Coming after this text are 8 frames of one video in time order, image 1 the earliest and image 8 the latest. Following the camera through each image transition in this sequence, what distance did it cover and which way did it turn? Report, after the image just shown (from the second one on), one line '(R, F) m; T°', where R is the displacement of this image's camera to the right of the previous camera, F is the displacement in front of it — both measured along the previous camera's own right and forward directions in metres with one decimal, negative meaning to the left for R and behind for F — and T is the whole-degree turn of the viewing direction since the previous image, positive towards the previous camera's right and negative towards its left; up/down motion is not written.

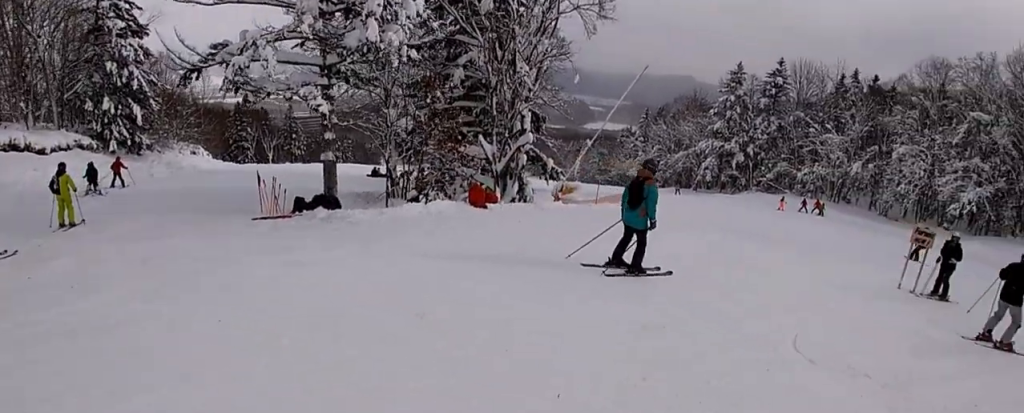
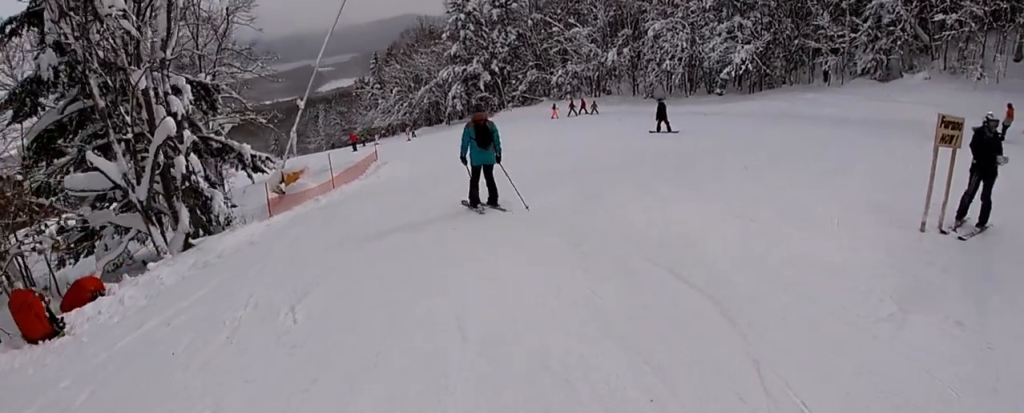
(+0.8, +8.4) m; +6°
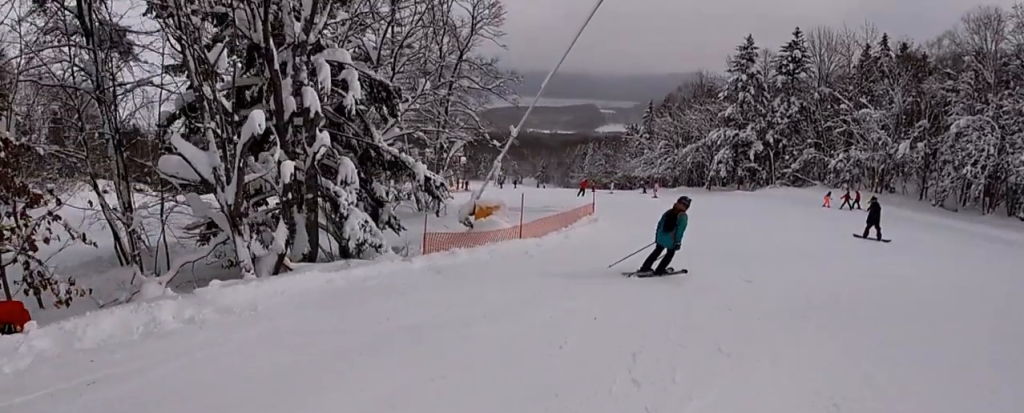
(+0.4, +4.8) m; 0°
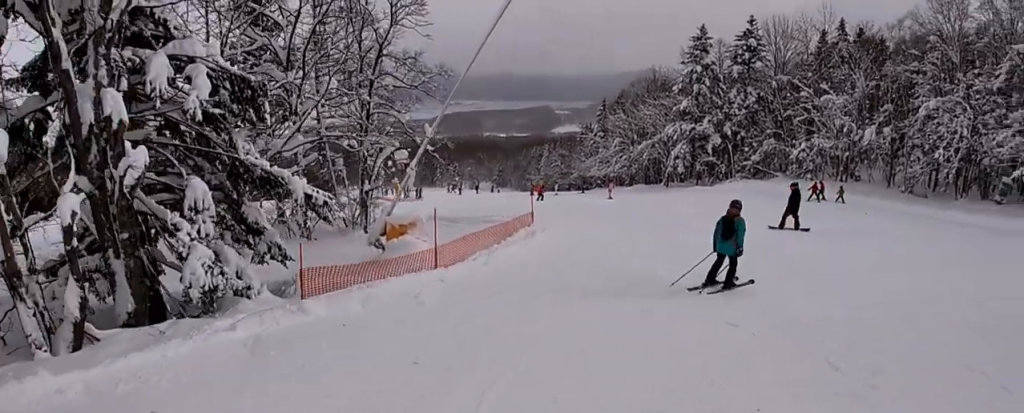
(-0.5, +3.3) m; +1°
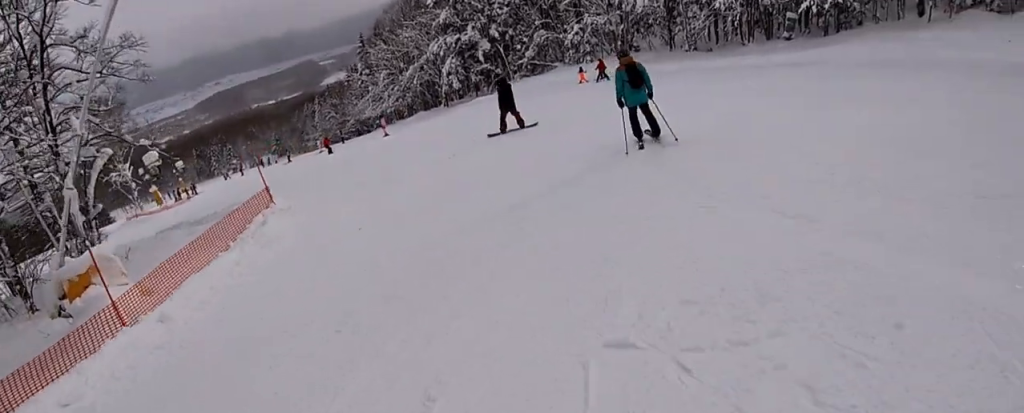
(+0.5, +4.0) m; +7°
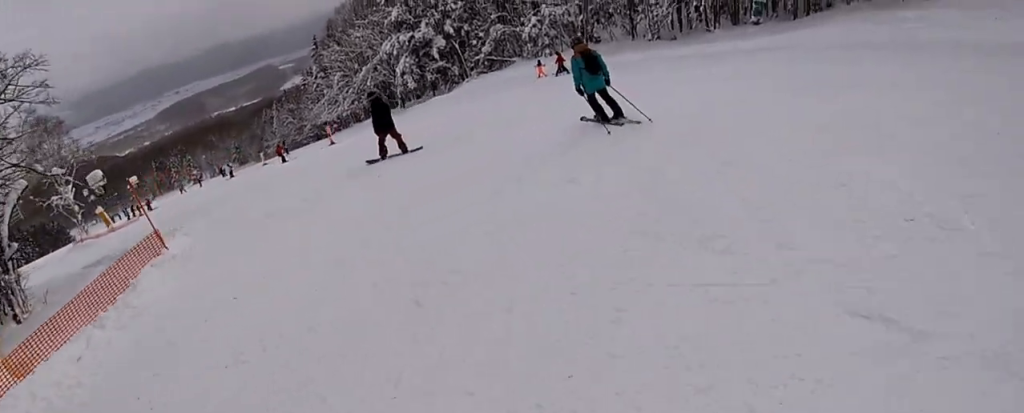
(+0.1, +2.3) m; +3°
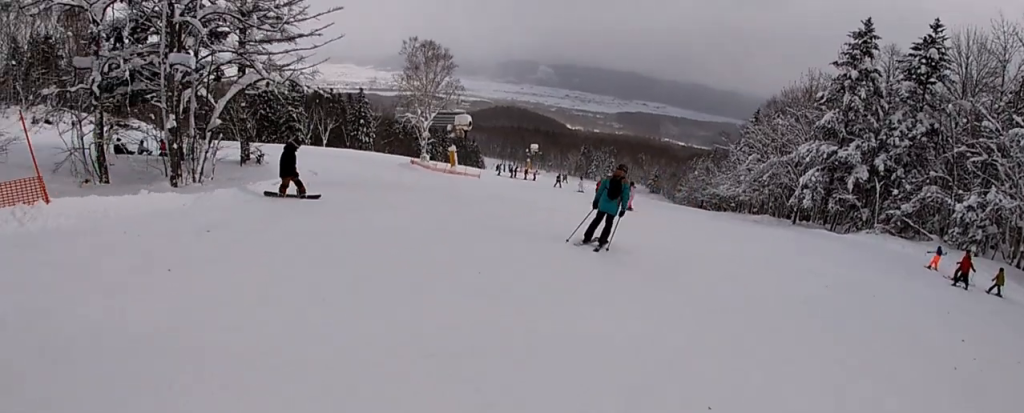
(-0.3, +9.9) m; -15°
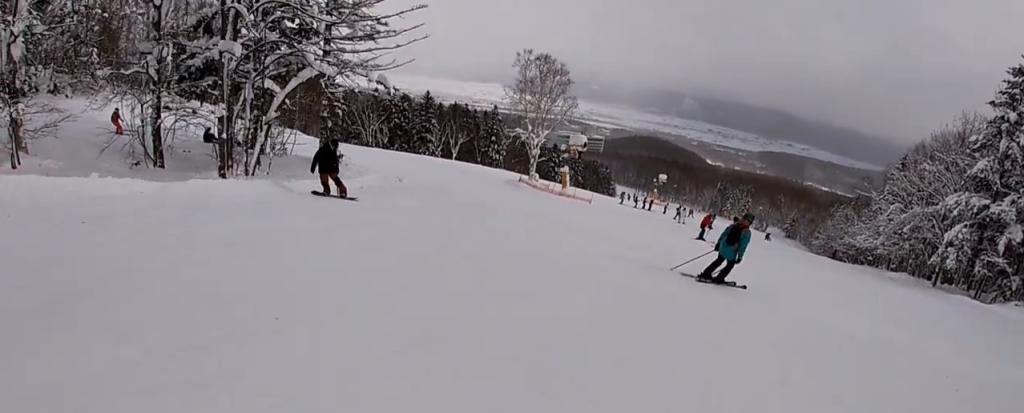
(-0.8, +4.1) m; -15°
